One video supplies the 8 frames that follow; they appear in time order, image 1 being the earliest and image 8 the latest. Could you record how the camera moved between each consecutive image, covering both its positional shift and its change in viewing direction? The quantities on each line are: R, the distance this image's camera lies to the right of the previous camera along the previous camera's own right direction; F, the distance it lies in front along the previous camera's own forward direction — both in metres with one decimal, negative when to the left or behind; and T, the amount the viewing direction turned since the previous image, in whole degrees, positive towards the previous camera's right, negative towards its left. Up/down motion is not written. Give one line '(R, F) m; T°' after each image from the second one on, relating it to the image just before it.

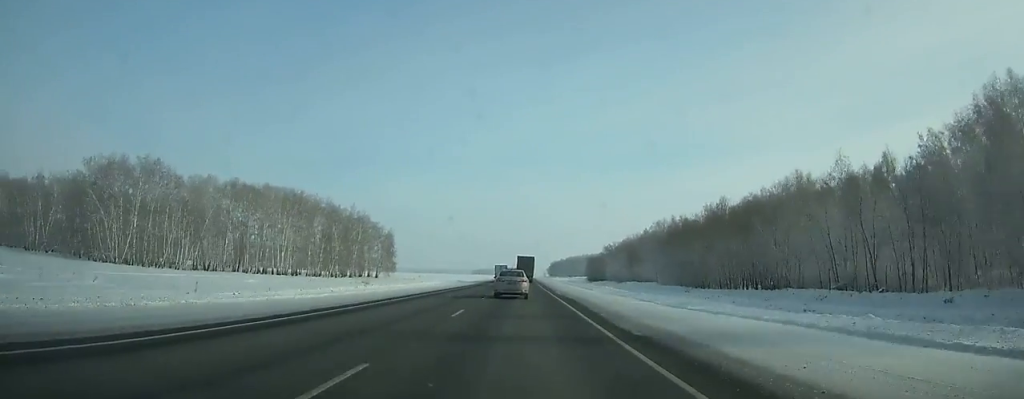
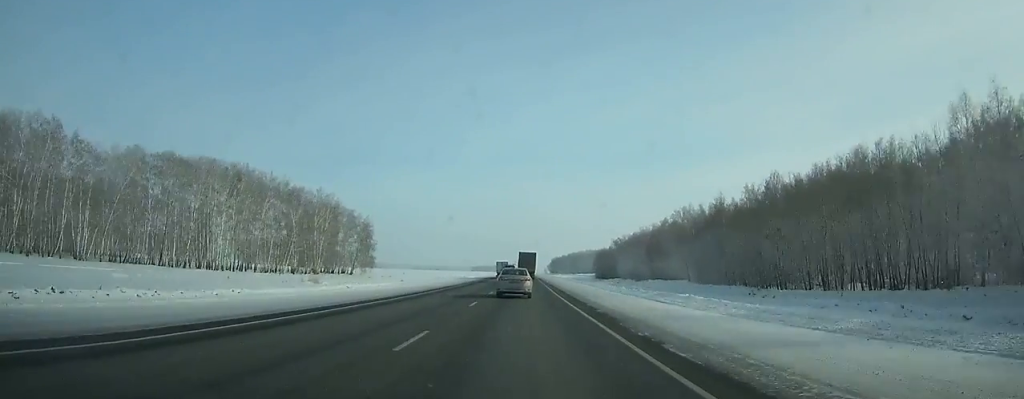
(-0.1, +30.3) m; 0°
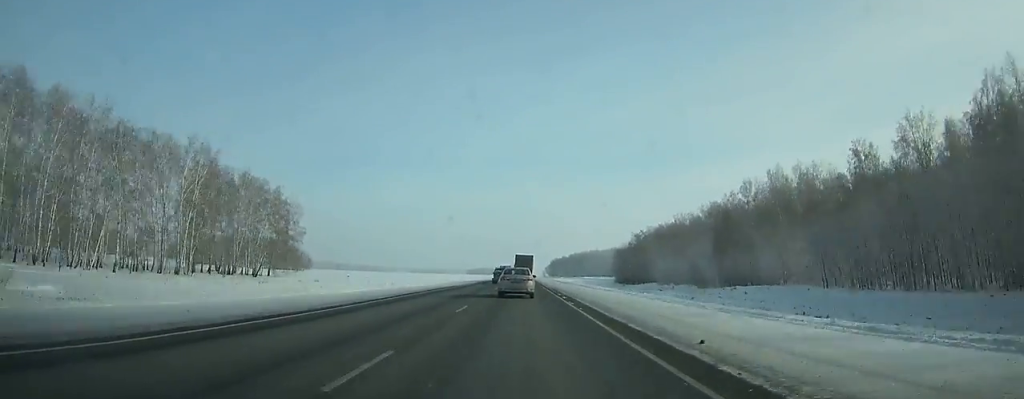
(+0.2, +59.0) m; 0°
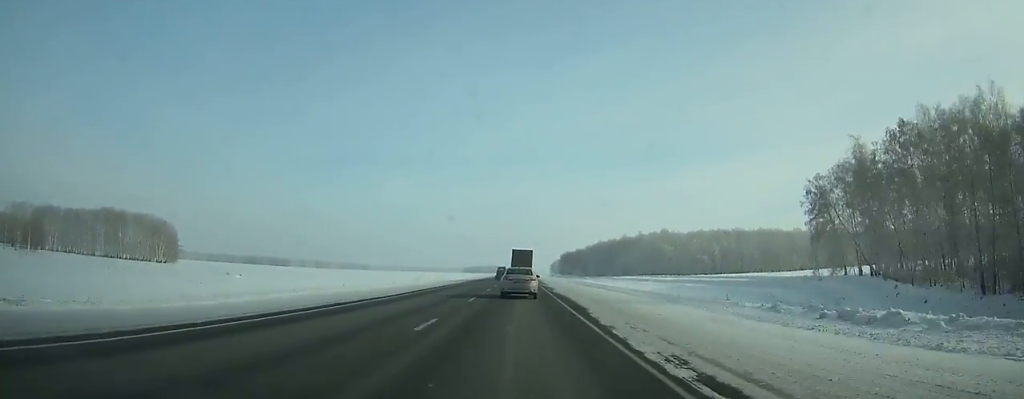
(-0.2, +151.9) m; 0°
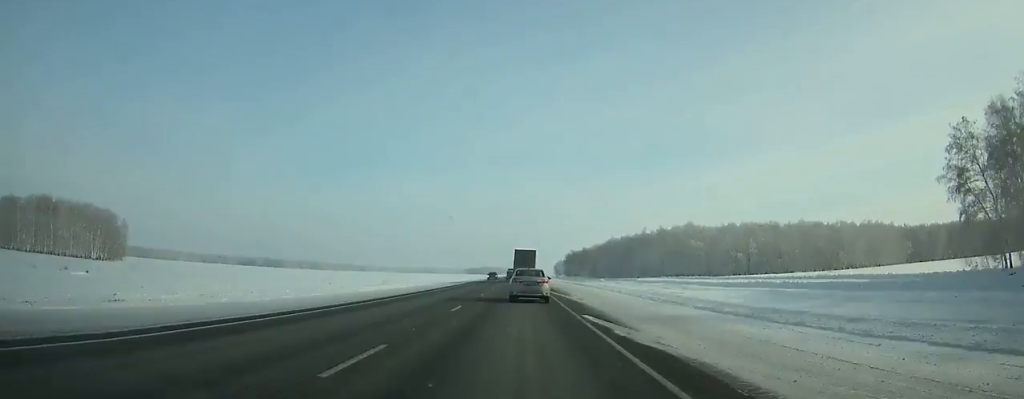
(0.0, +42.2) m; 0°
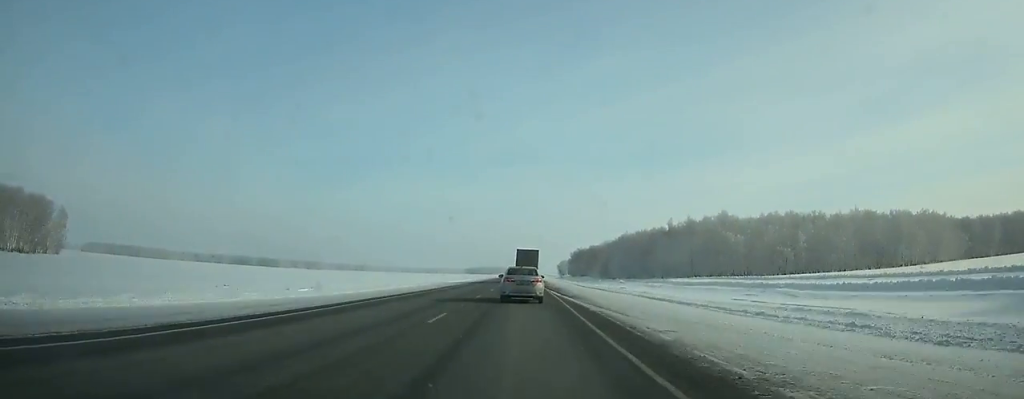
(-0.1, +43.0) m; 0°
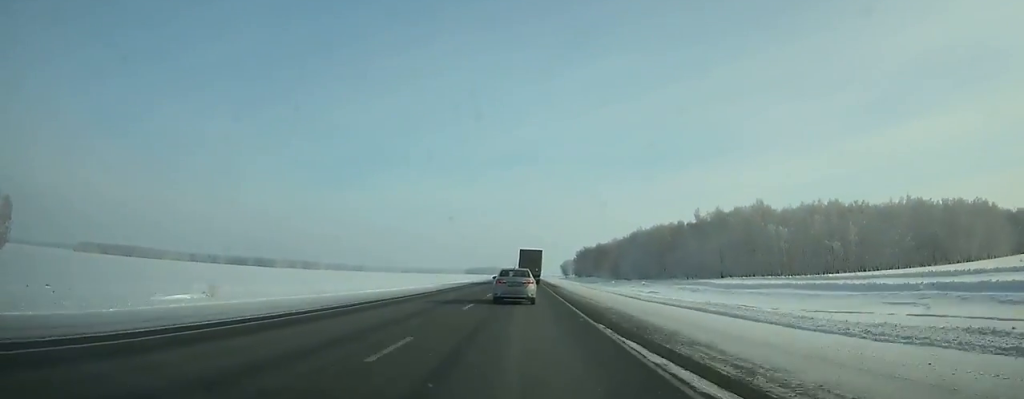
(0.0, +31.3) m; 0°
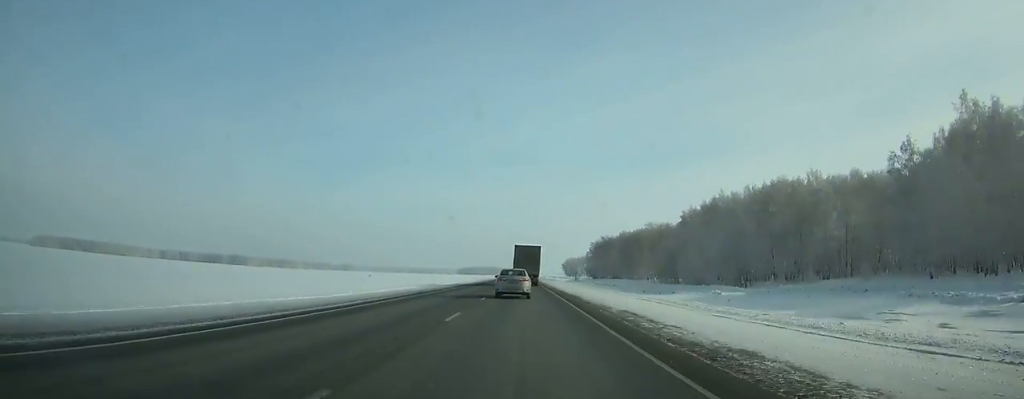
(+0.1, +116.7) m; 0°
